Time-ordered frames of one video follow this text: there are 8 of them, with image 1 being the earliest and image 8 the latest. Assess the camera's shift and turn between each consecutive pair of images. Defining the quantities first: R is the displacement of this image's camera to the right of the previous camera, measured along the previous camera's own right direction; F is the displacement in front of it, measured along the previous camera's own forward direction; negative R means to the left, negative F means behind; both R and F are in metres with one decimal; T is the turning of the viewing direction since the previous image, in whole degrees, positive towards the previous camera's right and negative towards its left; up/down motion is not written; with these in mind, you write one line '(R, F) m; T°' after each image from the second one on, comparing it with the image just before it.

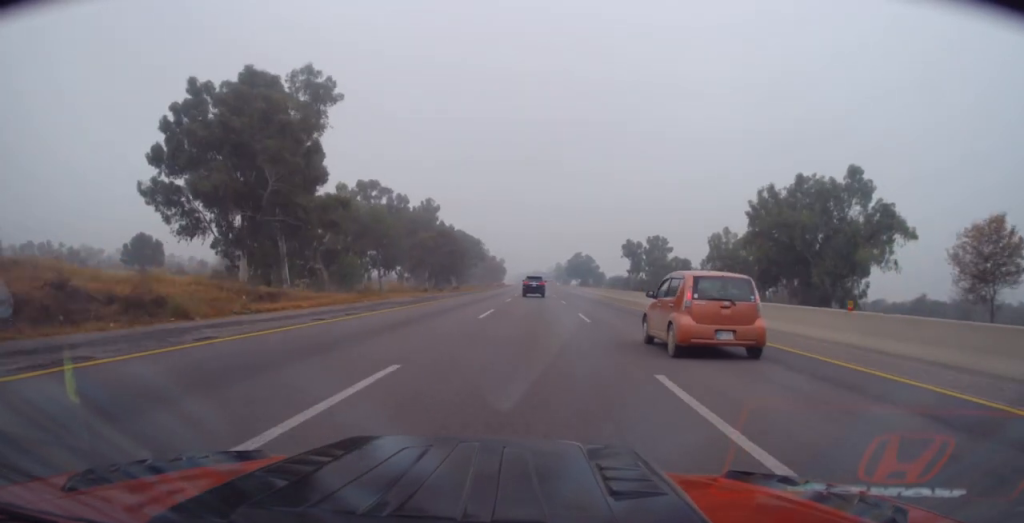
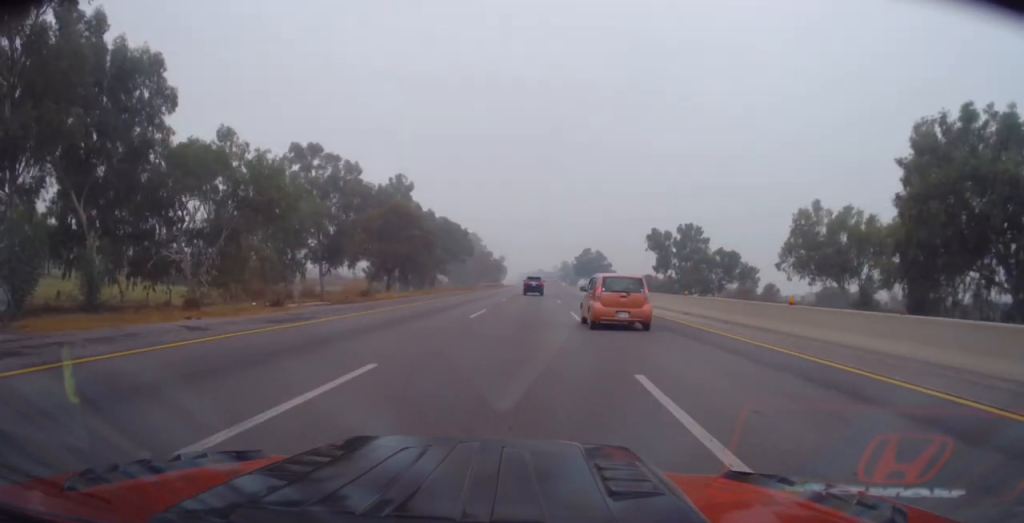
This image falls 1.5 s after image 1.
(-0.8, +35.9) m; -1°
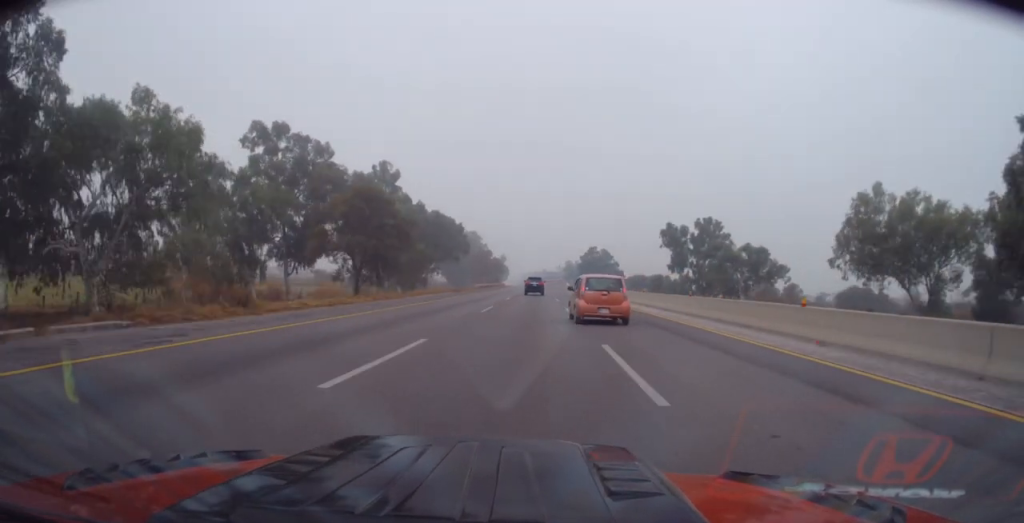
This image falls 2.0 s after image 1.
(-0.1, +13.9) m; 0°
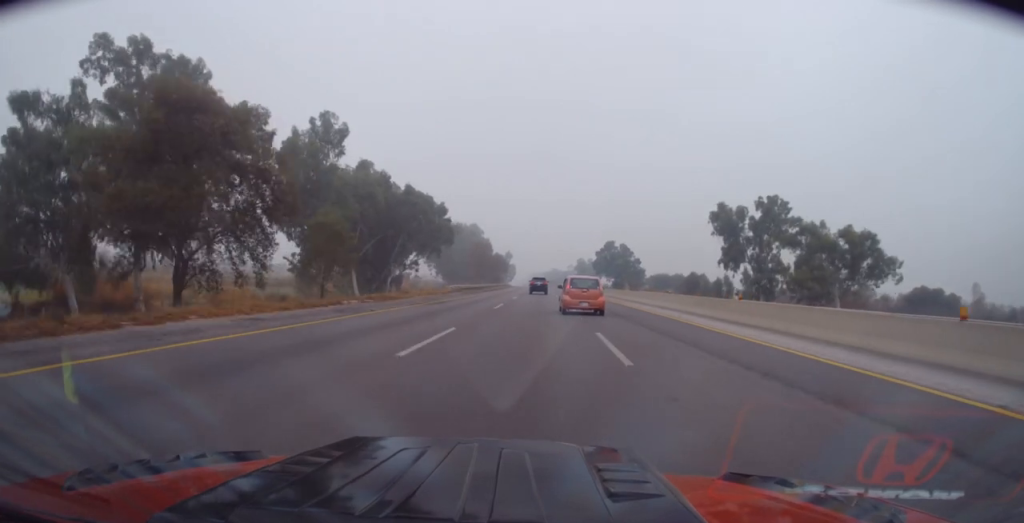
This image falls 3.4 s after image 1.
(+0.8, +32.8) m; +1°
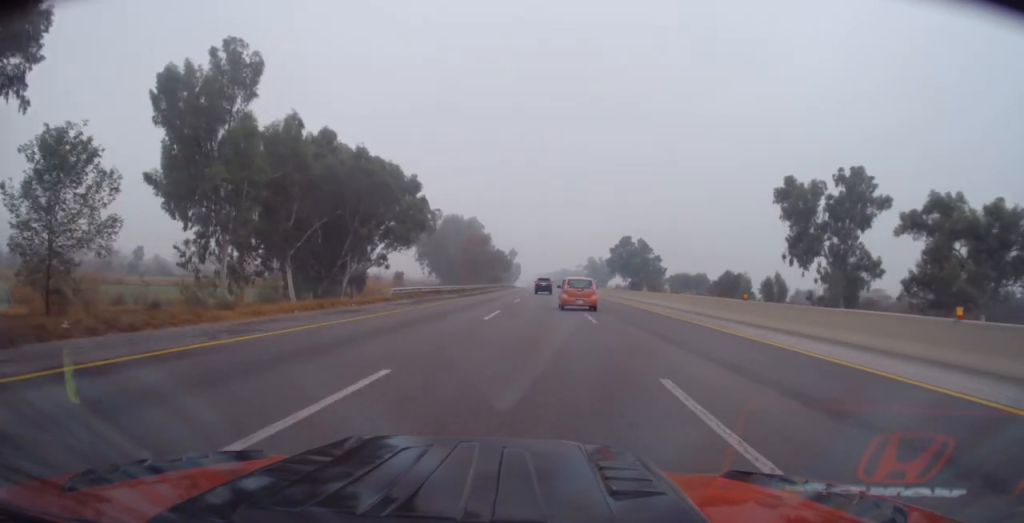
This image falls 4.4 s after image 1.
(-0.3, +25.6) m; -1°
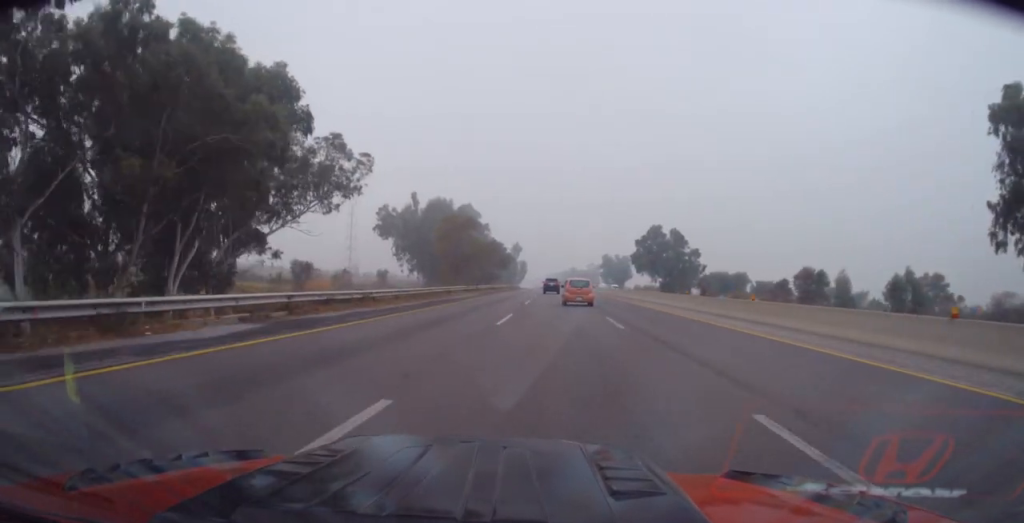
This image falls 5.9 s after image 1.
(-0.7, +38.1) m; -2°
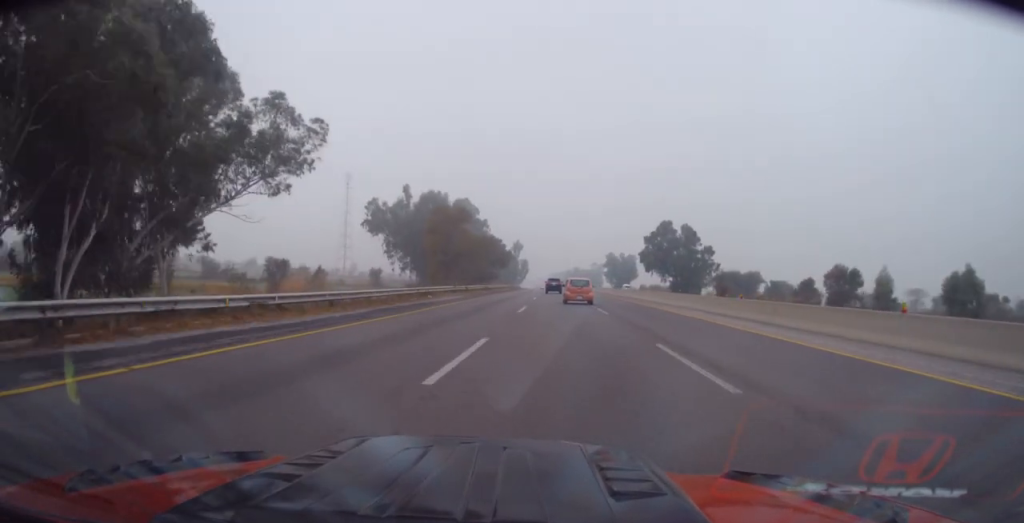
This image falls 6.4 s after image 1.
(-0.1, +10.8) m; 0°
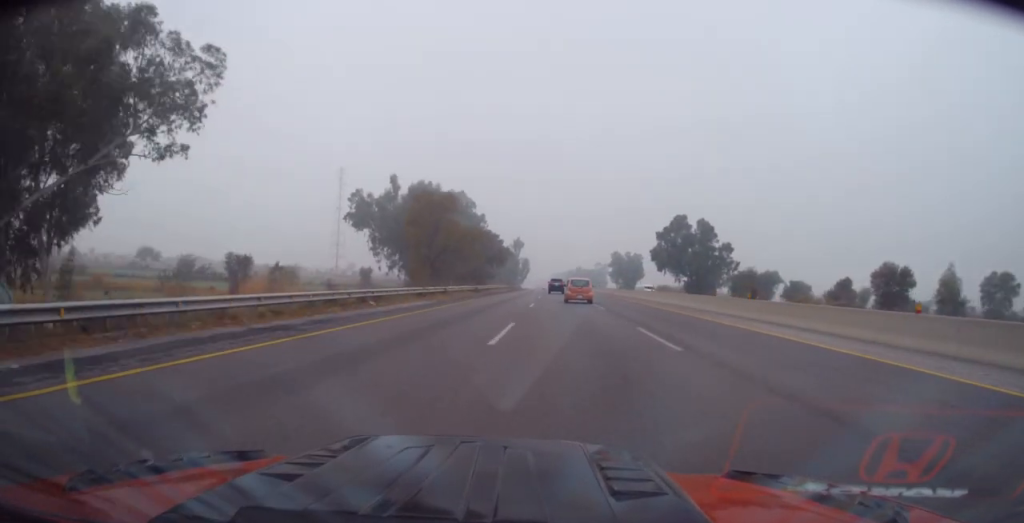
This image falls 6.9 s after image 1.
(-0.1, +13.3) m; 0°
